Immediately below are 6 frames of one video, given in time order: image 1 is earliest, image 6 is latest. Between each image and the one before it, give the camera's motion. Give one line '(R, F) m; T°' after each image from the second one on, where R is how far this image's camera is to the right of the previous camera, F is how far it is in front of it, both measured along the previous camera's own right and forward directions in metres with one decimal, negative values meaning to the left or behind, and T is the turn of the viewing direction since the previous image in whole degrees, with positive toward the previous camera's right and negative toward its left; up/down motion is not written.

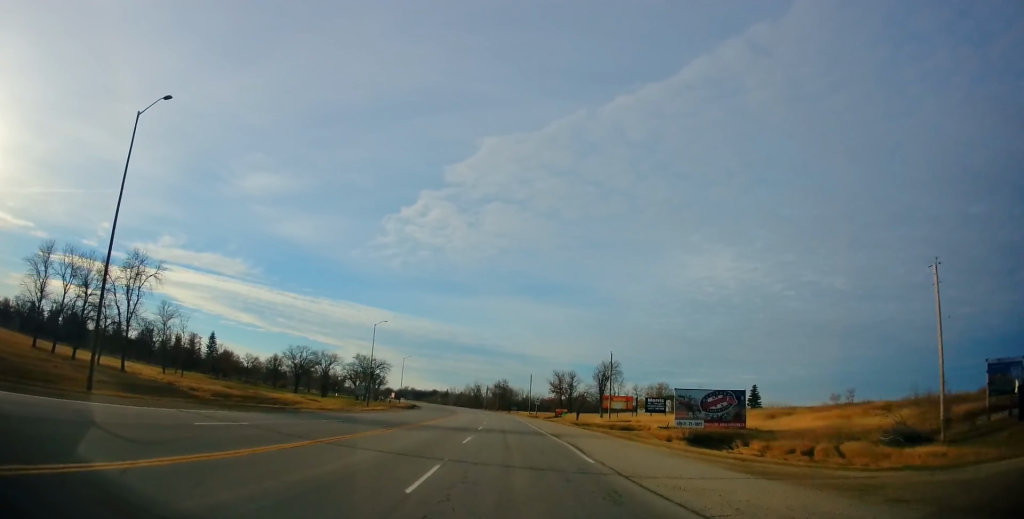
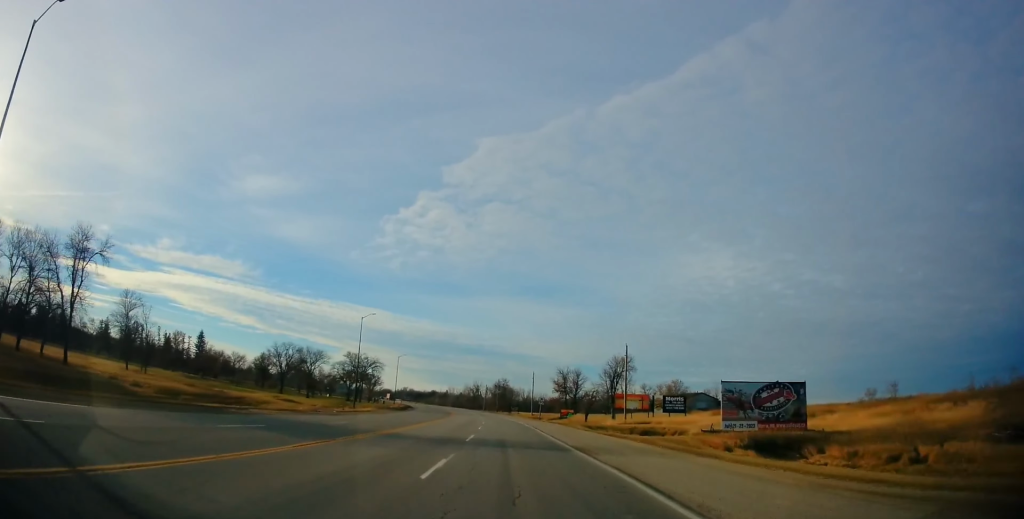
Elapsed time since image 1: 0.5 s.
(-0.1, +10.4) m; 0°
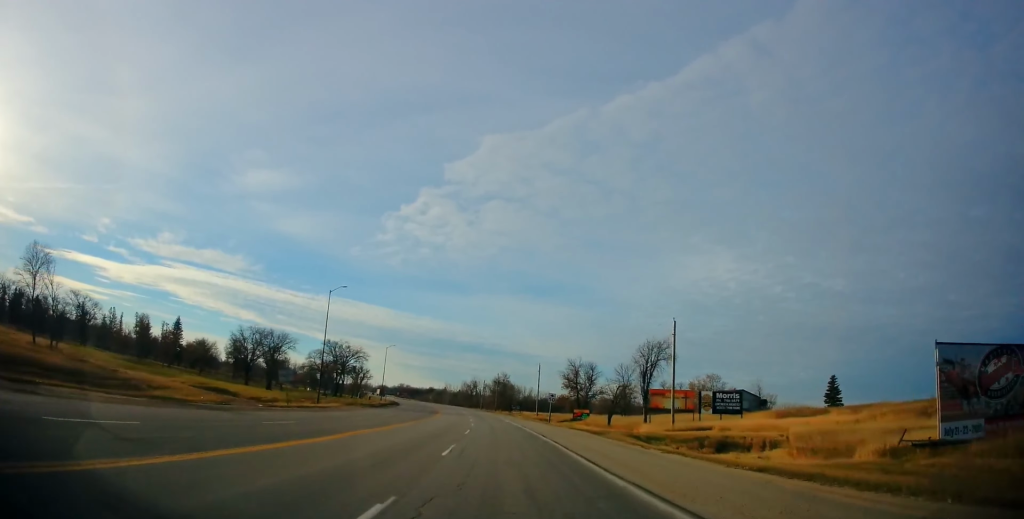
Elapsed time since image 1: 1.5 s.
(+0.1, +20.6) m; 0°
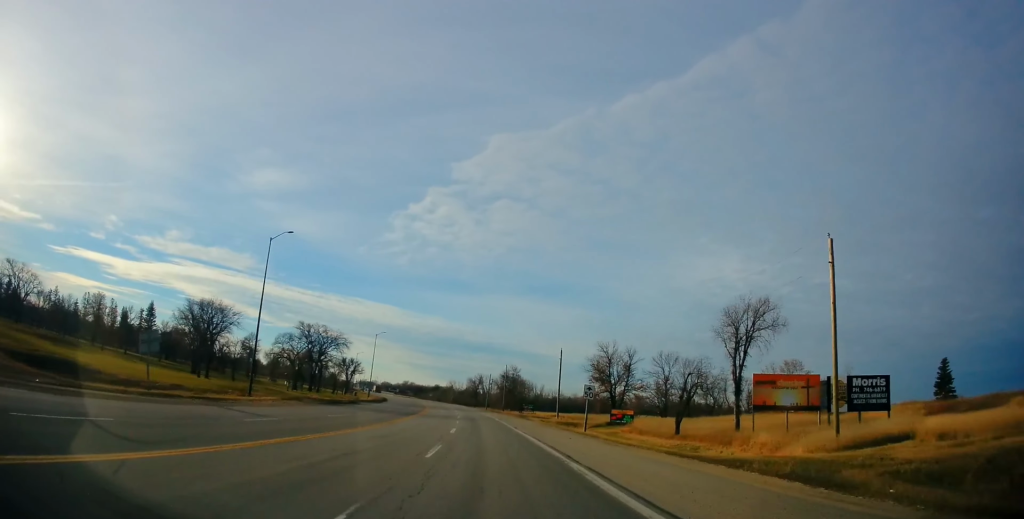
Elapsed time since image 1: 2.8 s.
(+0.1, +25.6) m; 0°
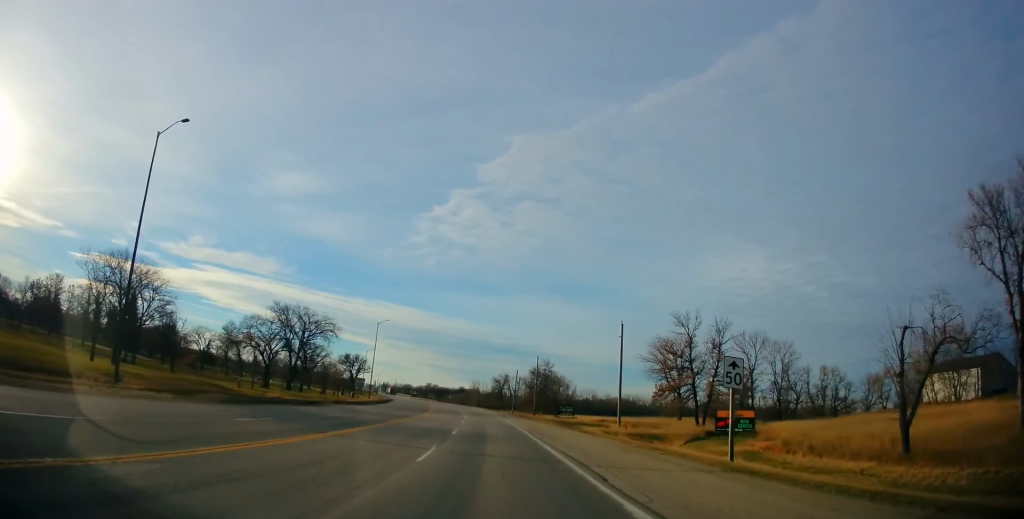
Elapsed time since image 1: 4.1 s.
(-0.4, +25.7) m; -2°
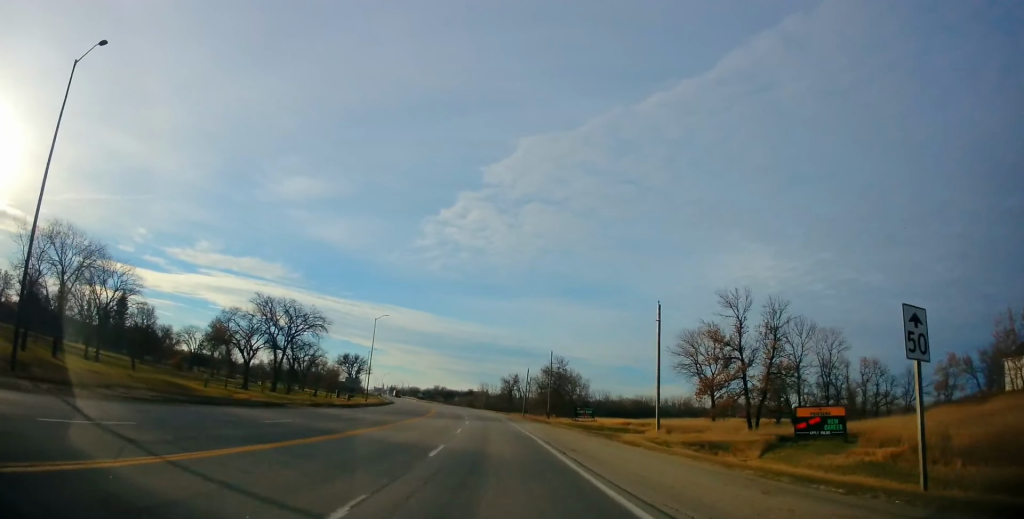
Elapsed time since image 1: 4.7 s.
(-0.1, +10.2) m; -1°
